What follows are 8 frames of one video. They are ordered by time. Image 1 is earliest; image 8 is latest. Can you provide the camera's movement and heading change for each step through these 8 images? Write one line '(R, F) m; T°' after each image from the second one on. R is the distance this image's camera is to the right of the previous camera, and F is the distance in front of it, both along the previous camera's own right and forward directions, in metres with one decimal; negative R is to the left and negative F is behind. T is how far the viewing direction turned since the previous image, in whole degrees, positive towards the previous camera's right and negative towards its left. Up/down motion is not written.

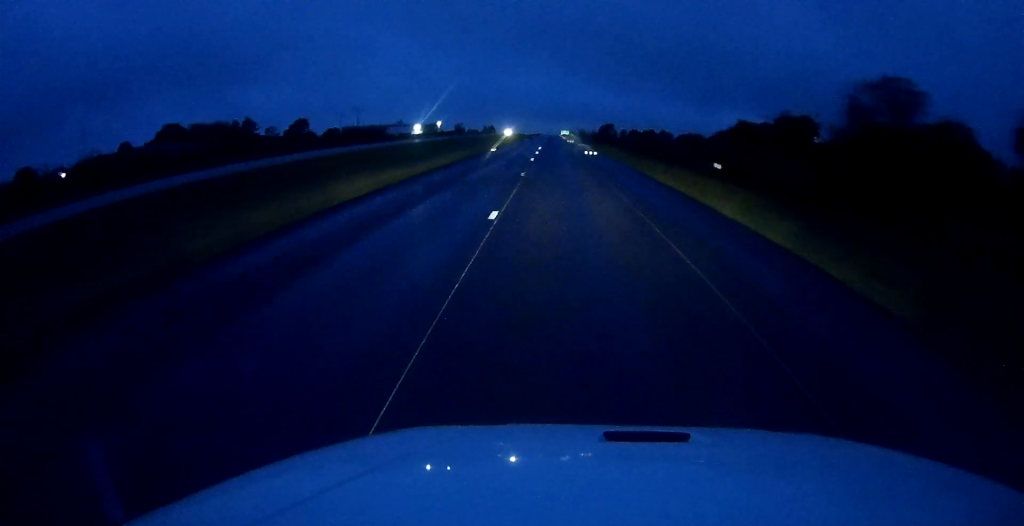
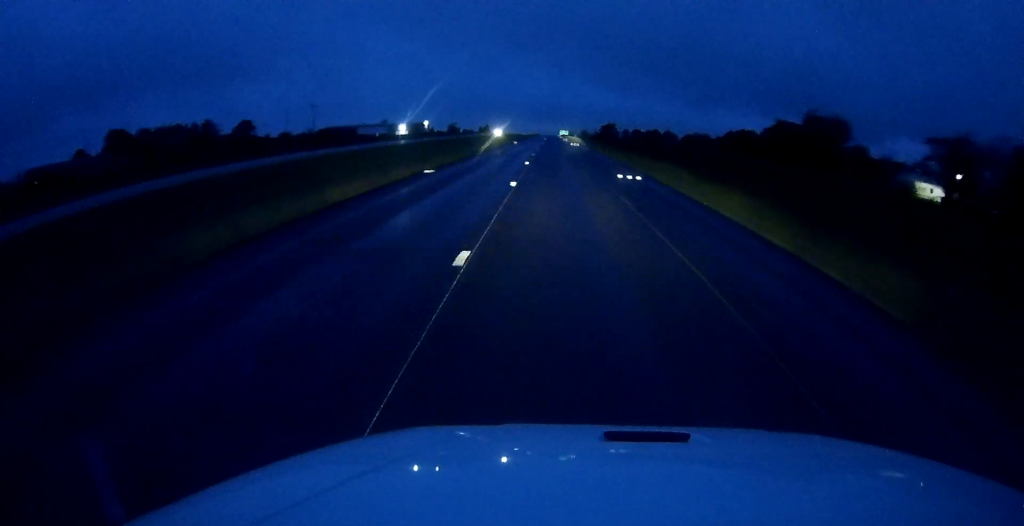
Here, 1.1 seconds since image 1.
(-0.1, +31.9) m; 0°
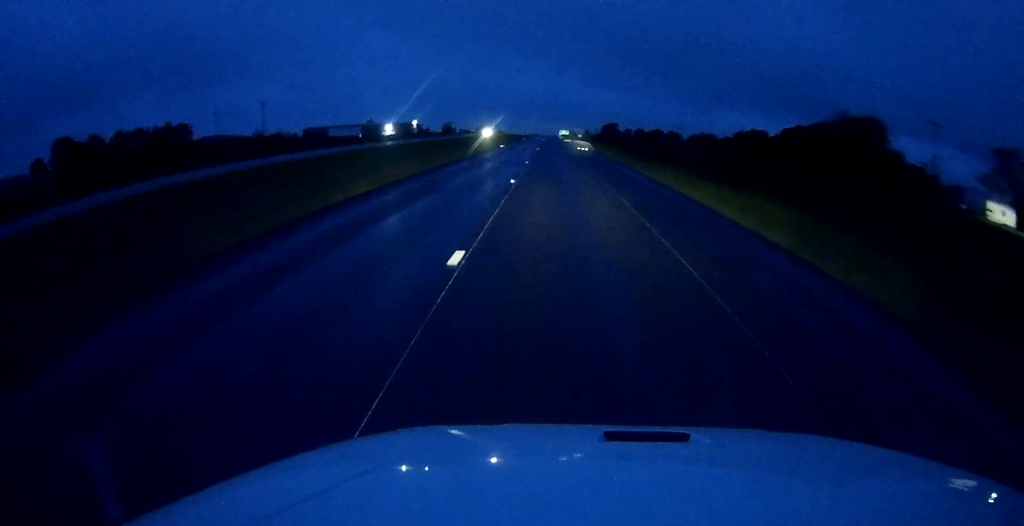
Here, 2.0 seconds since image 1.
(+0.2, +26.8) m; 0°
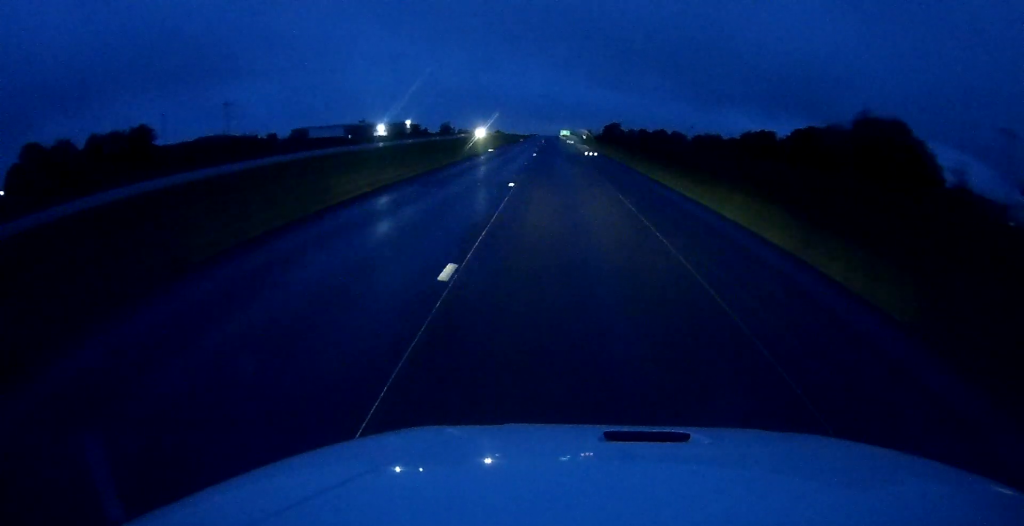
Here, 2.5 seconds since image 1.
(0.0, +14.9) m; 0°
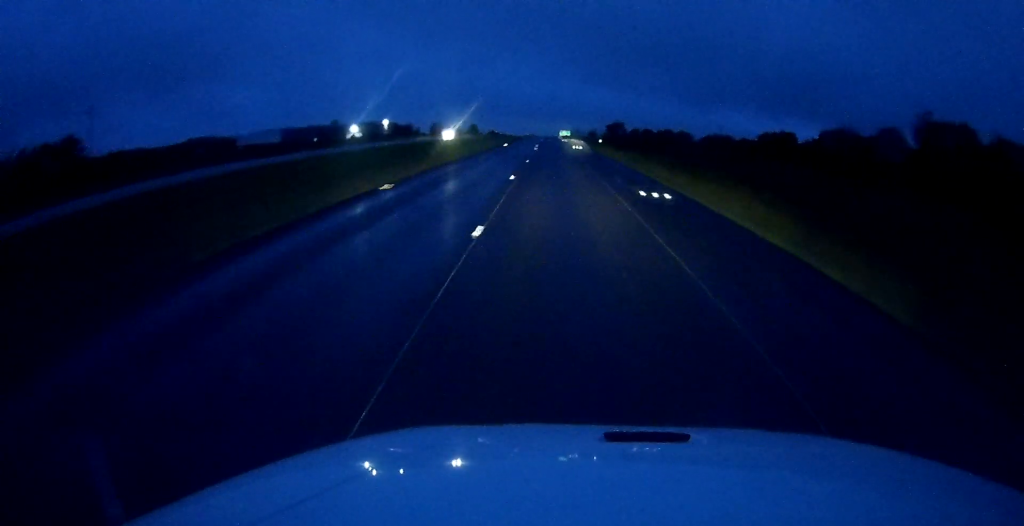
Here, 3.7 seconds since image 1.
(0.0, +37.5) m; 0°
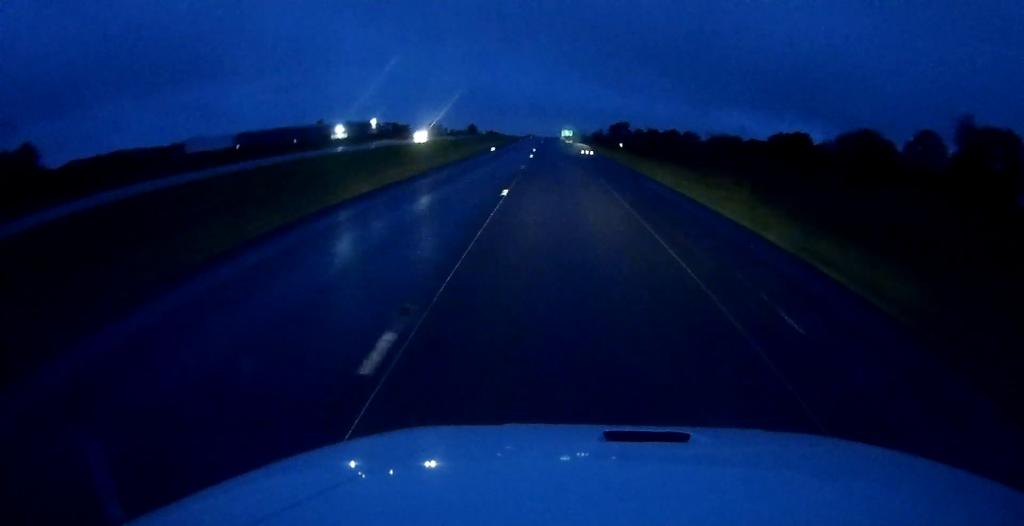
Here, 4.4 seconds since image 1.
(0.0, +19.7) m; 0°
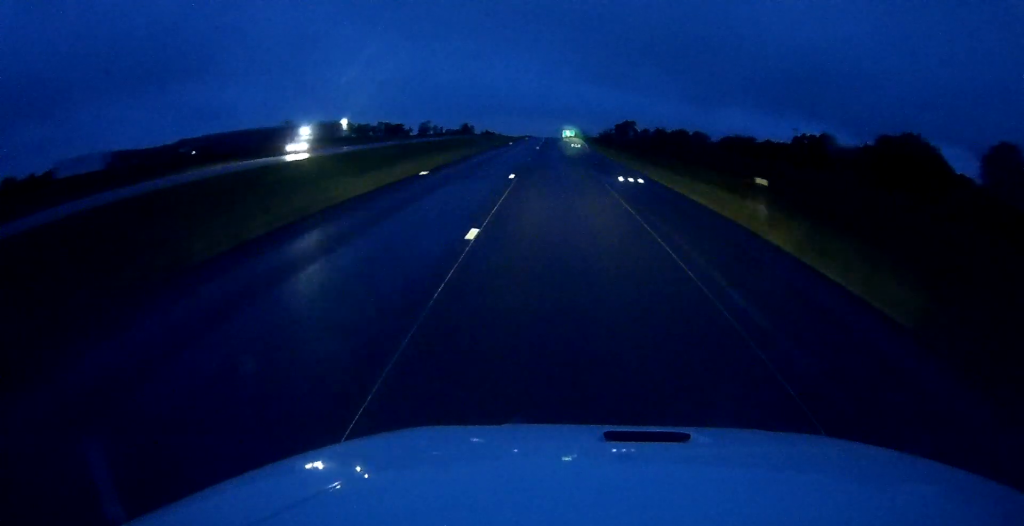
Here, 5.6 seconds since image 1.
(0.0, +34.5) m; 0°
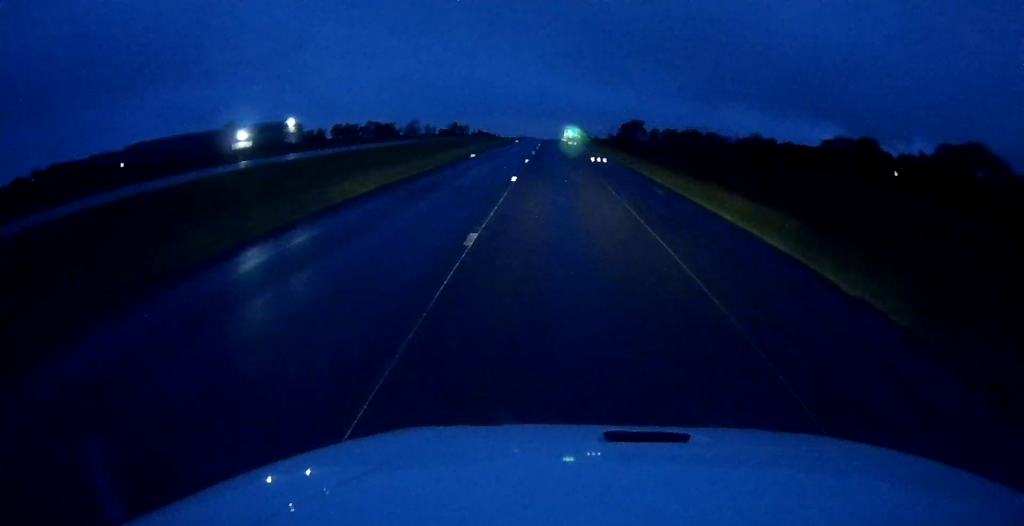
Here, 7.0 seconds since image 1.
(0.0, +43.2) m; 0°
